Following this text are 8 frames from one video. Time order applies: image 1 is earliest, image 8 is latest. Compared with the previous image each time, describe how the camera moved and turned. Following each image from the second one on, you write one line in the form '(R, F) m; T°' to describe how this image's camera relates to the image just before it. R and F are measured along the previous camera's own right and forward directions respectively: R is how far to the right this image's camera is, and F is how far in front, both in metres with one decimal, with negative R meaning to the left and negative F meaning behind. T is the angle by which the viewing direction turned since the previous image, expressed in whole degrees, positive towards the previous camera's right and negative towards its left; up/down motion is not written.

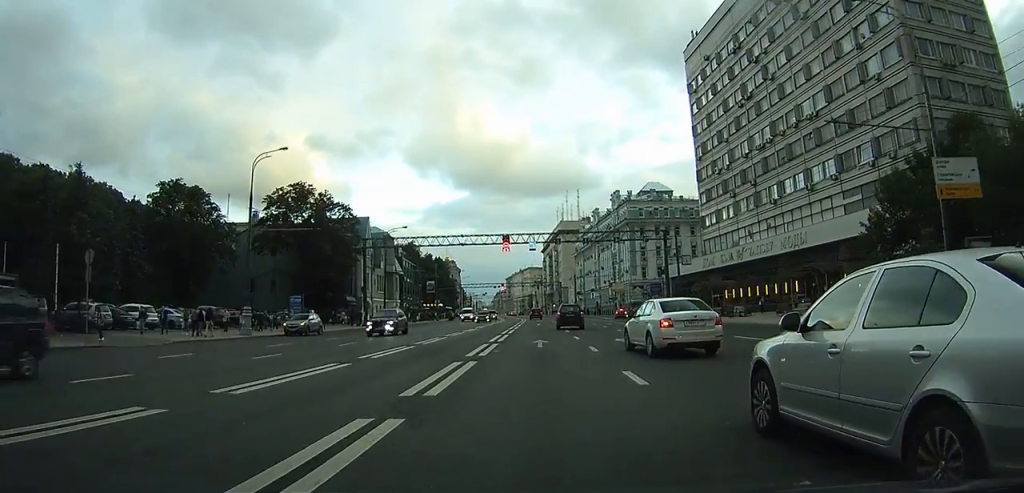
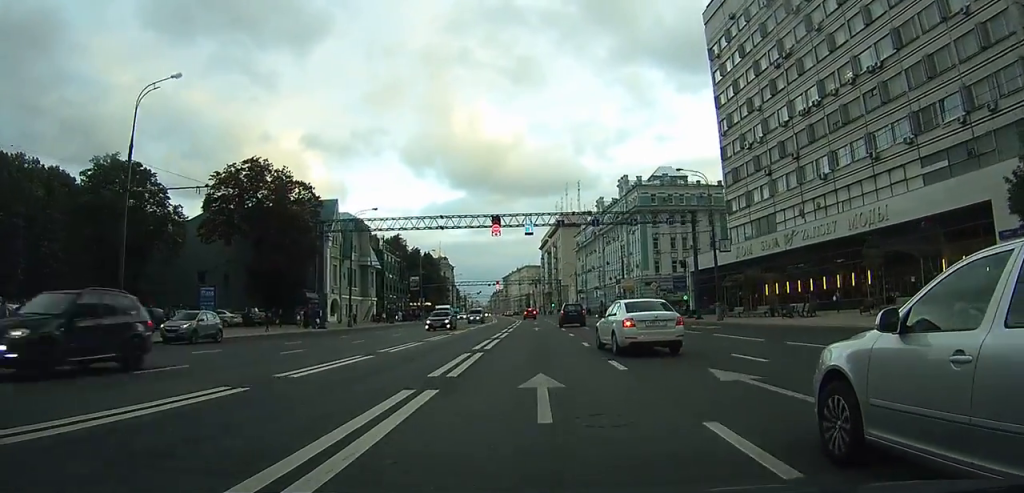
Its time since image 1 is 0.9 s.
(0.0, +14.1) m; 0°
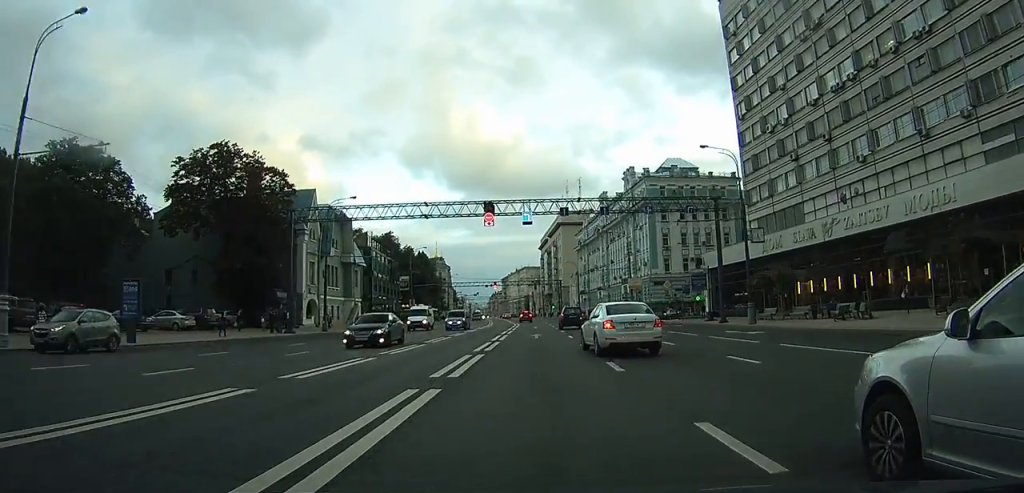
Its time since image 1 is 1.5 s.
(0.0, +7.9) m; 0°
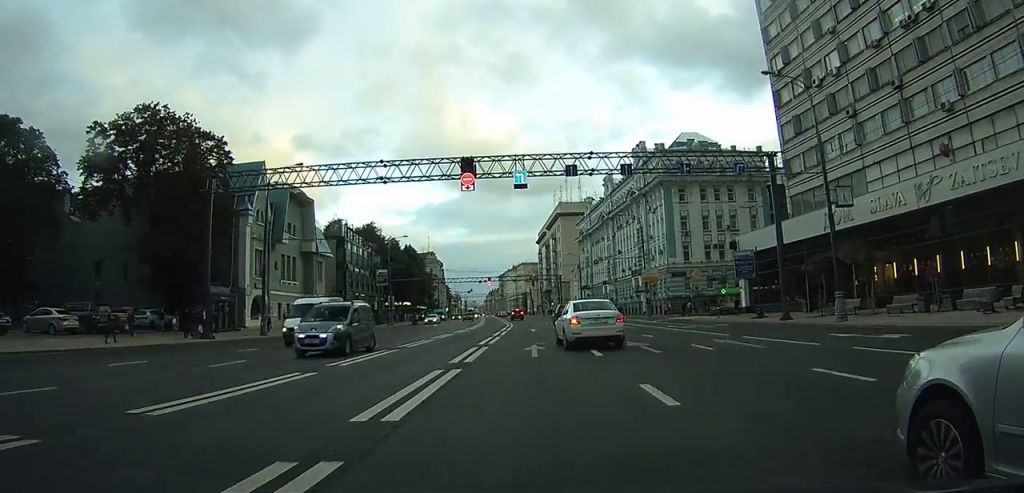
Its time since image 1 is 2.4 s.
(0.0, +13.2) m; 0°
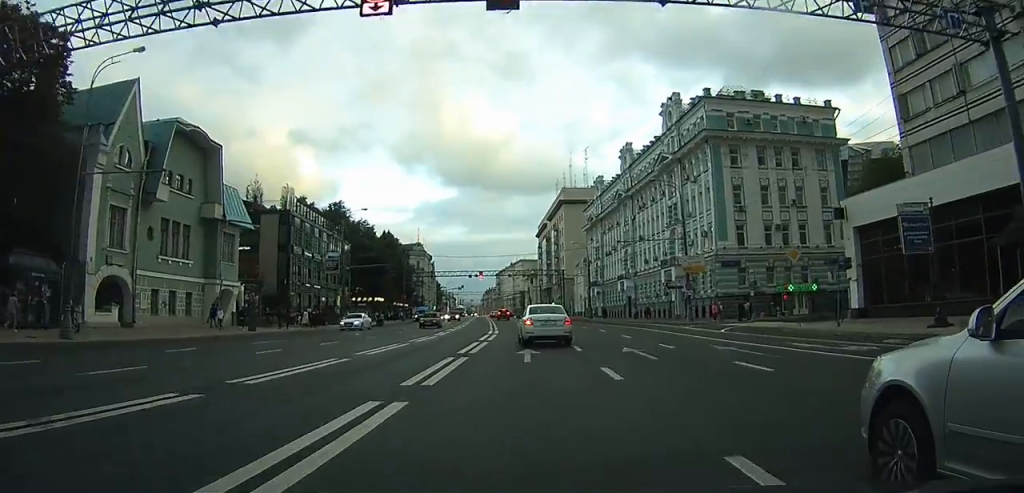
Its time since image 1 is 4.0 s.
(+0.3, +20.7) m; +2°
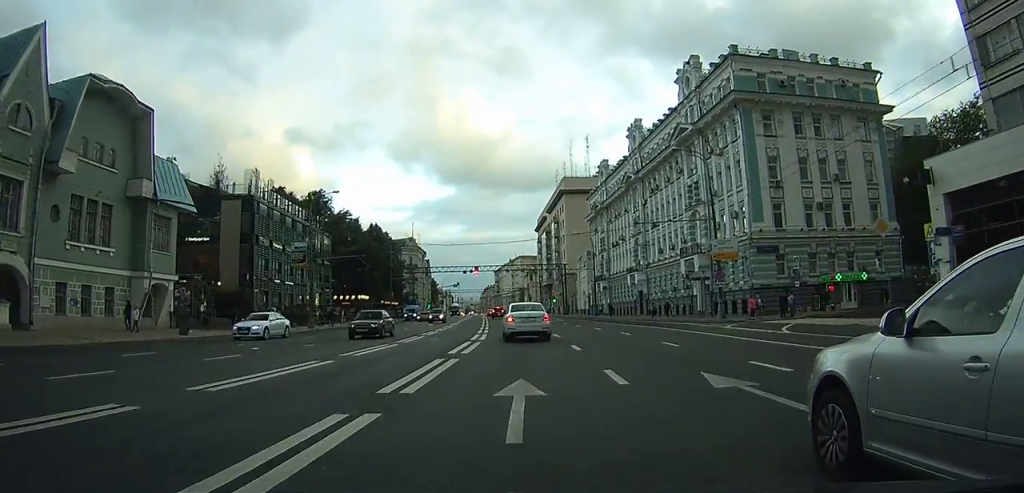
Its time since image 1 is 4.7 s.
(0.0, +9.2) m; 0°
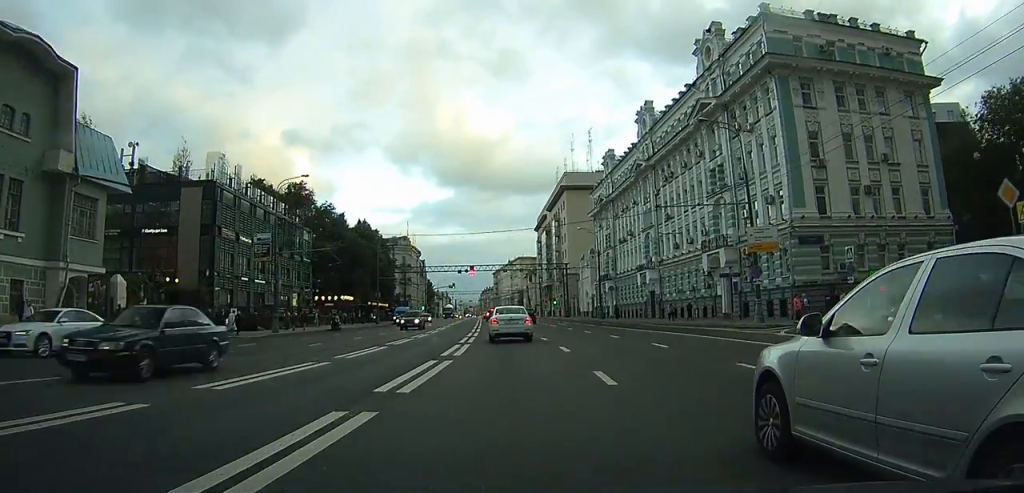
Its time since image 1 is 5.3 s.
(0.0, +7.8) m; -1°
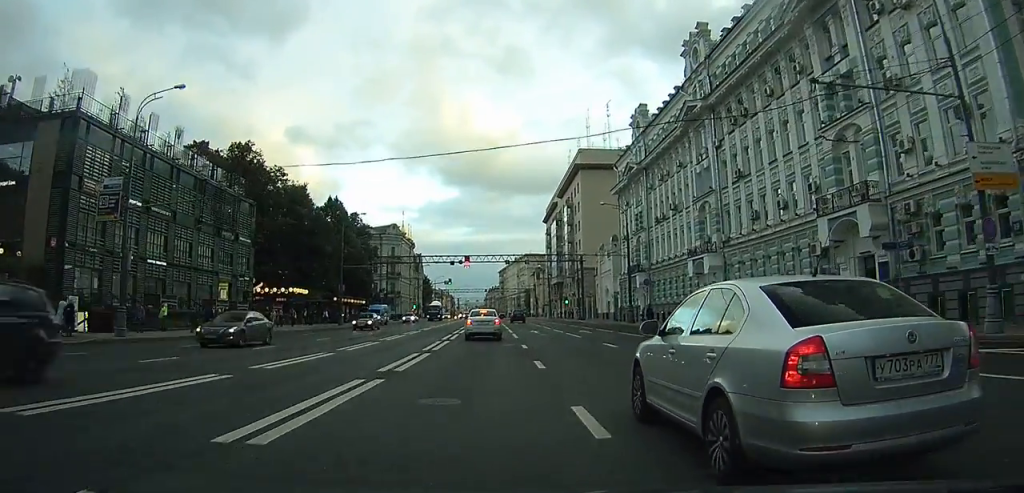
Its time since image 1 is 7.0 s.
(-0.2, +20.0) m; -1°
